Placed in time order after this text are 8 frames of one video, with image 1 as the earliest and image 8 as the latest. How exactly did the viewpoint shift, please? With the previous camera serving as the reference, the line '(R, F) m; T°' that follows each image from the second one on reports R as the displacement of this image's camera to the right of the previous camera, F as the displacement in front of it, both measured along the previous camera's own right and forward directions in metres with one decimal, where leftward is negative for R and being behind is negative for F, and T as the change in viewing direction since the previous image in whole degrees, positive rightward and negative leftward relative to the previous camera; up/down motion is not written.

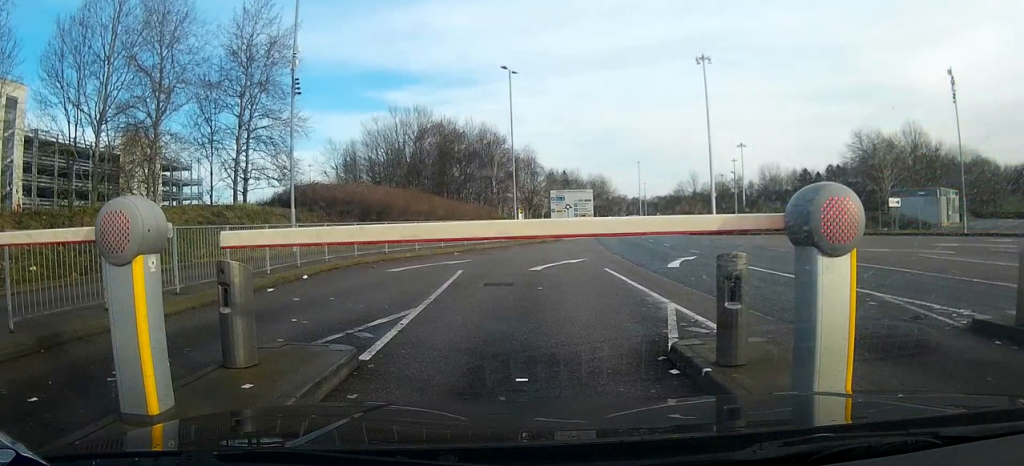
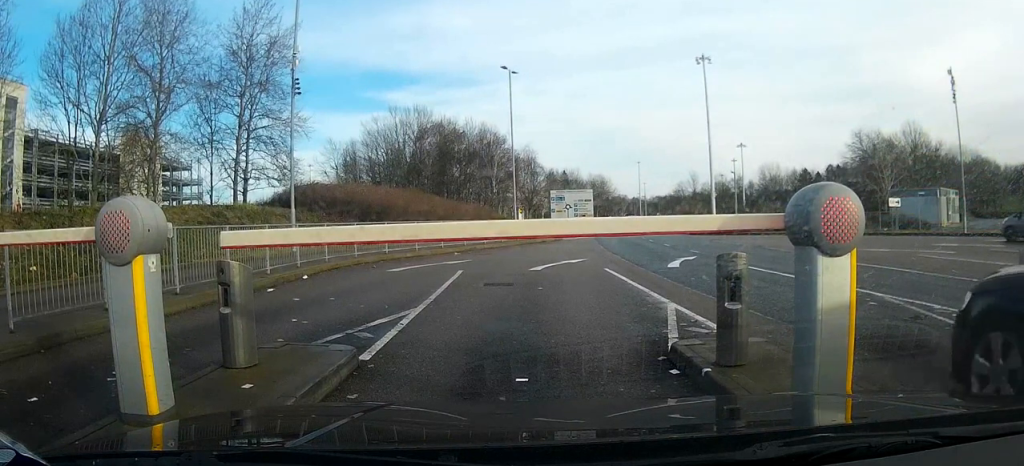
(0.0, 0.0) m; 0°
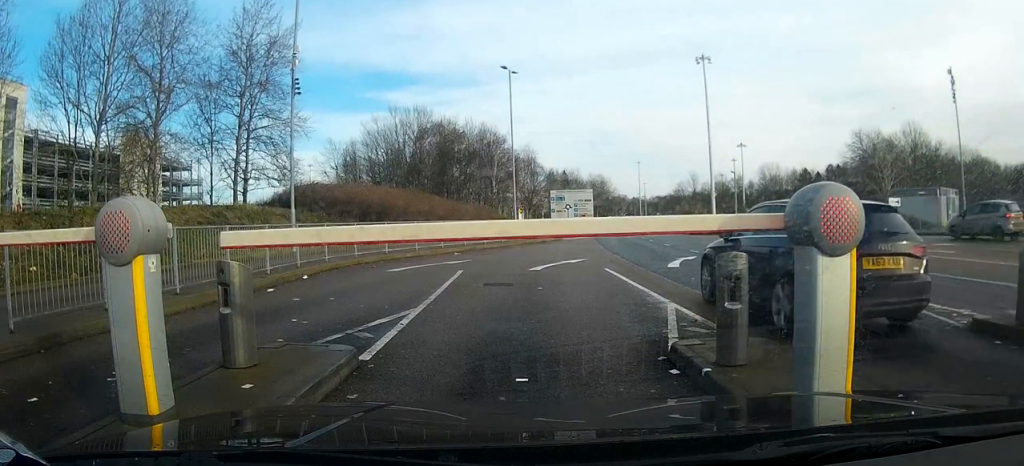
(0.0, 0.0) m; 0°
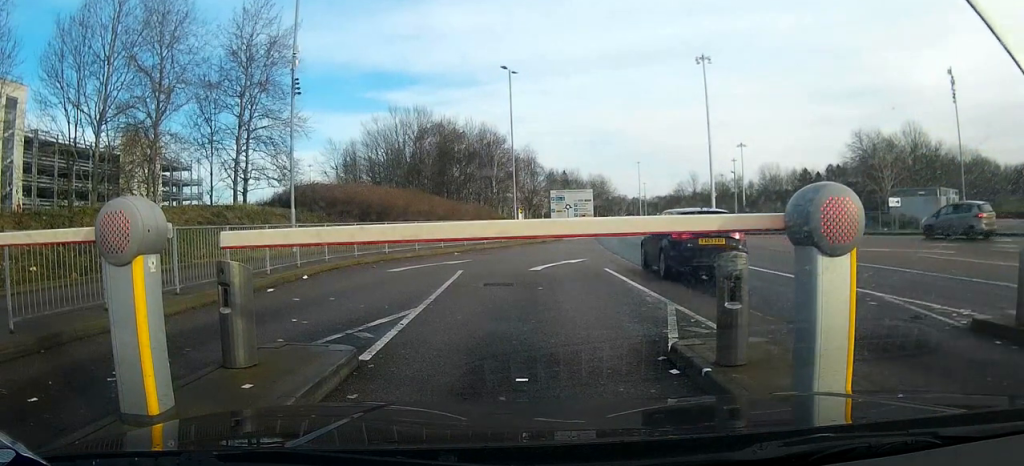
(0.0, 0.0) m; 0°
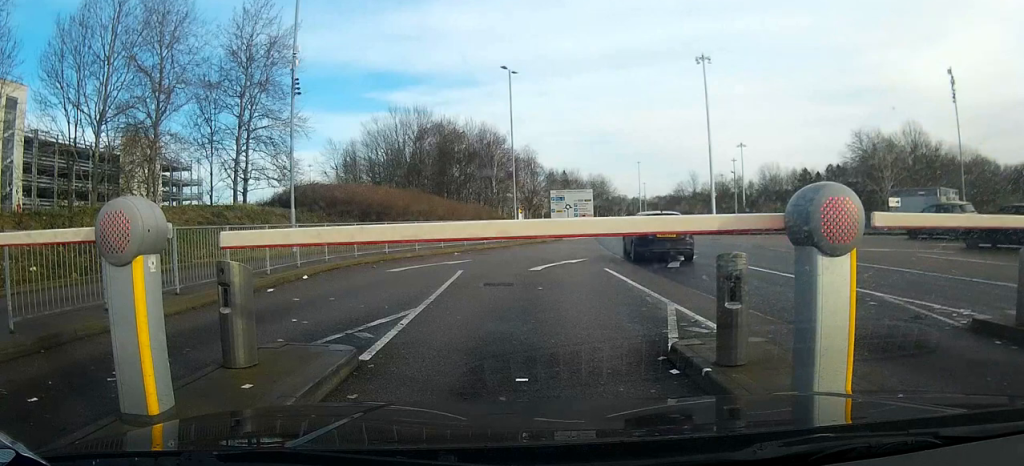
(0.0, 0.0) m; 0°
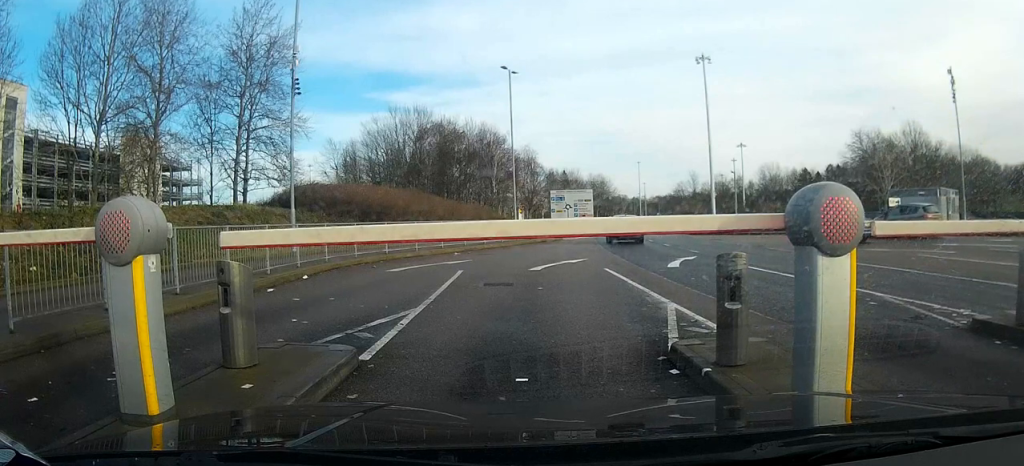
(0.0, 0.0) m; 0°
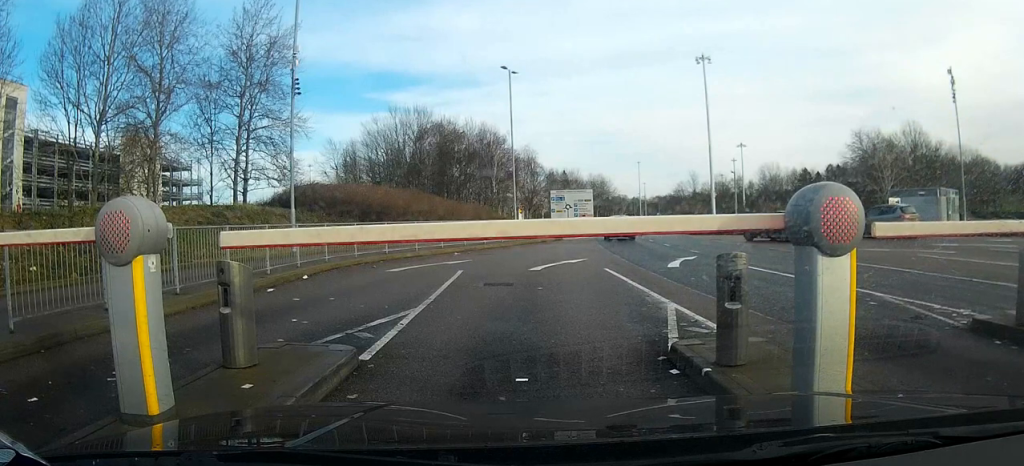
(0.0, 0.0) m; 0°
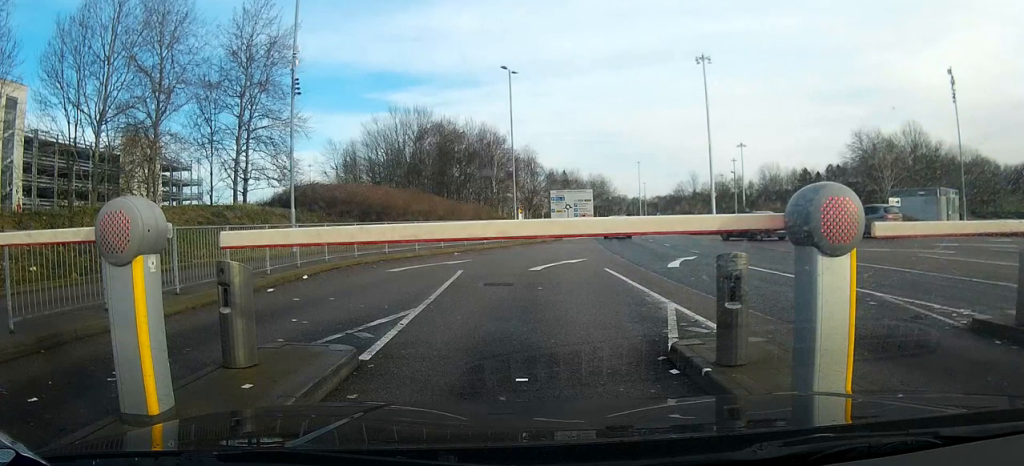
(0.0, 0.0) m; 0°
